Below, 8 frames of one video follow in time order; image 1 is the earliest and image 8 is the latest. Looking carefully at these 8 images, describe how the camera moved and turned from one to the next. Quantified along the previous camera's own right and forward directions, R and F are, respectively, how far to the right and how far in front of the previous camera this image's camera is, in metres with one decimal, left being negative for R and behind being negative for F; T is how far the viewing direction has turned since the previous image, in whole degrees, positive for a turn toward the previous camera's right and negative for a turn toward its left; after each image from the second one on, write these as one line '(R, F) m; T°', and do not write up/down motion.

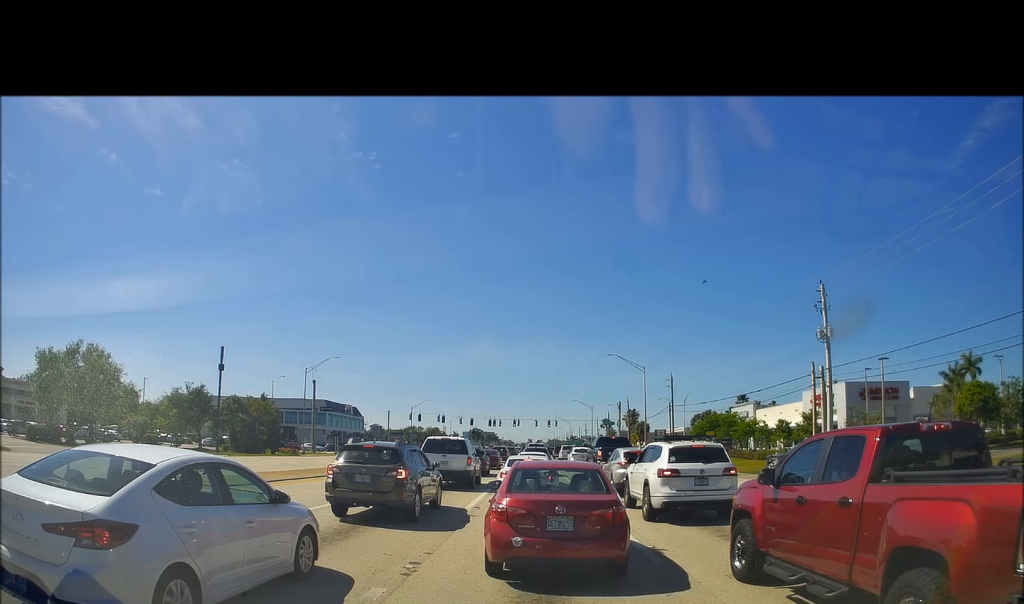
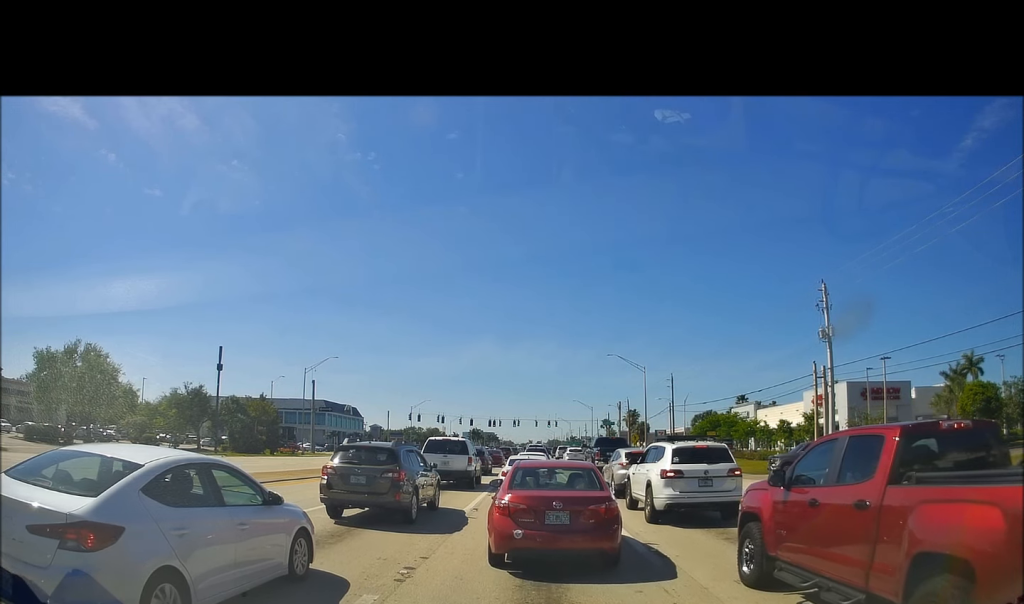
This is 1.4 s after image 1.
(0.0, 0.0) m; 0°
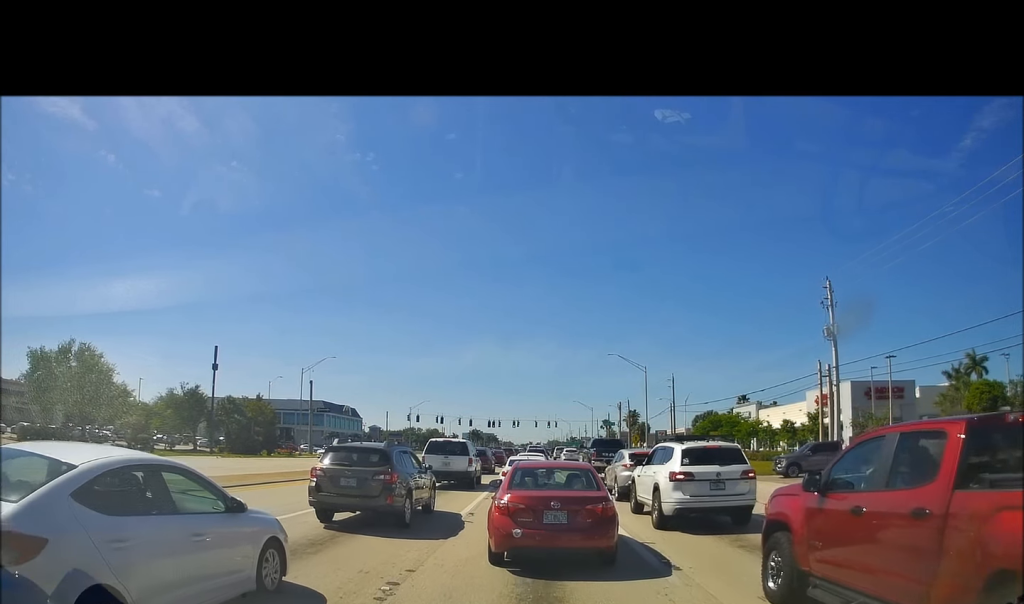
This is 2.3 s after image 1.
(0.0, 0.0) m; 0°
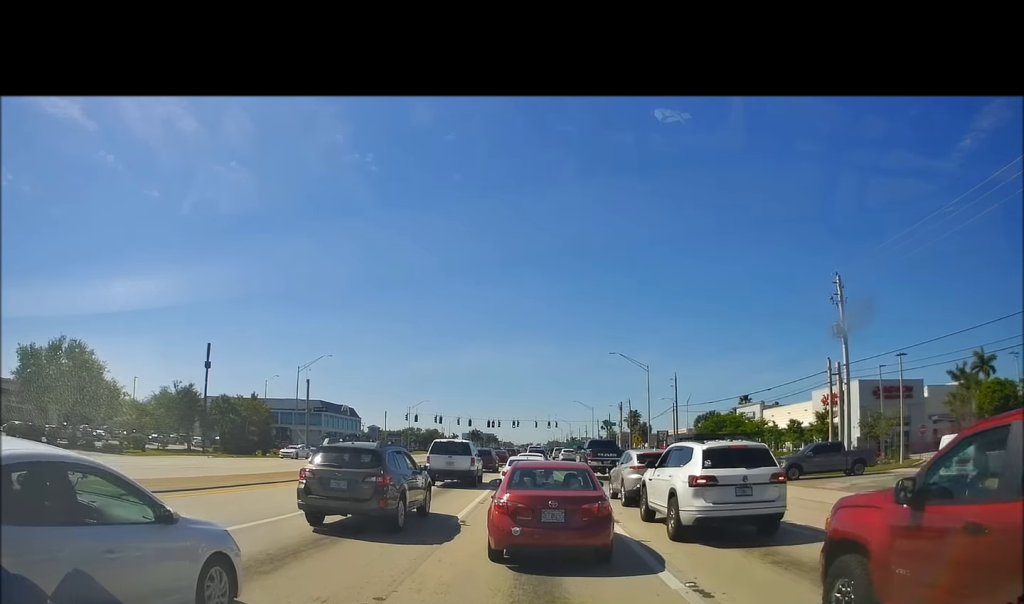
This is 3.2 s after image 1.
(0.0, +0.5) m; 0°
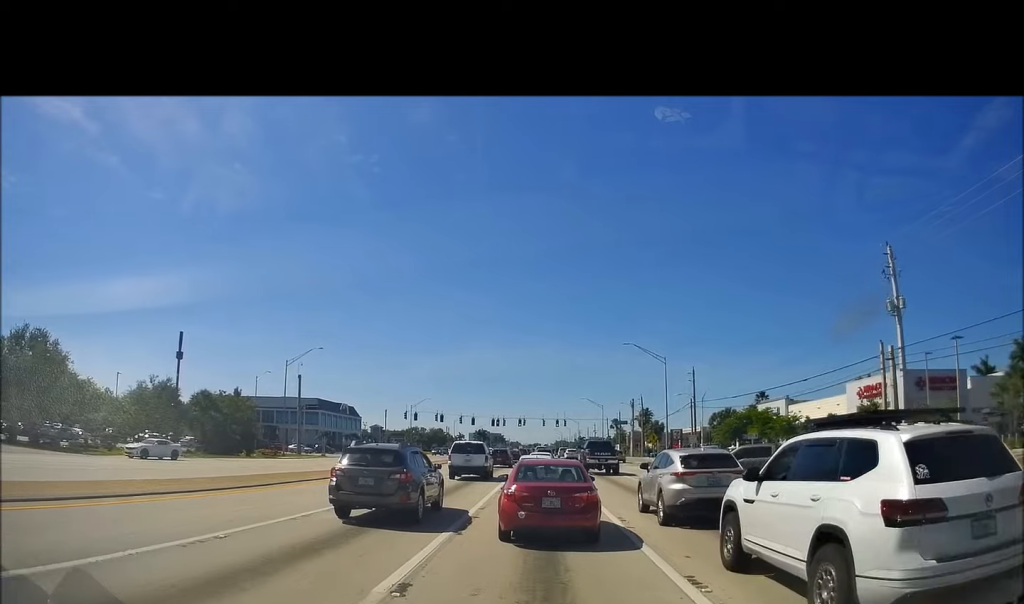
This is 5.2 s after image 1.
(0.0, +3.5) m; 0°
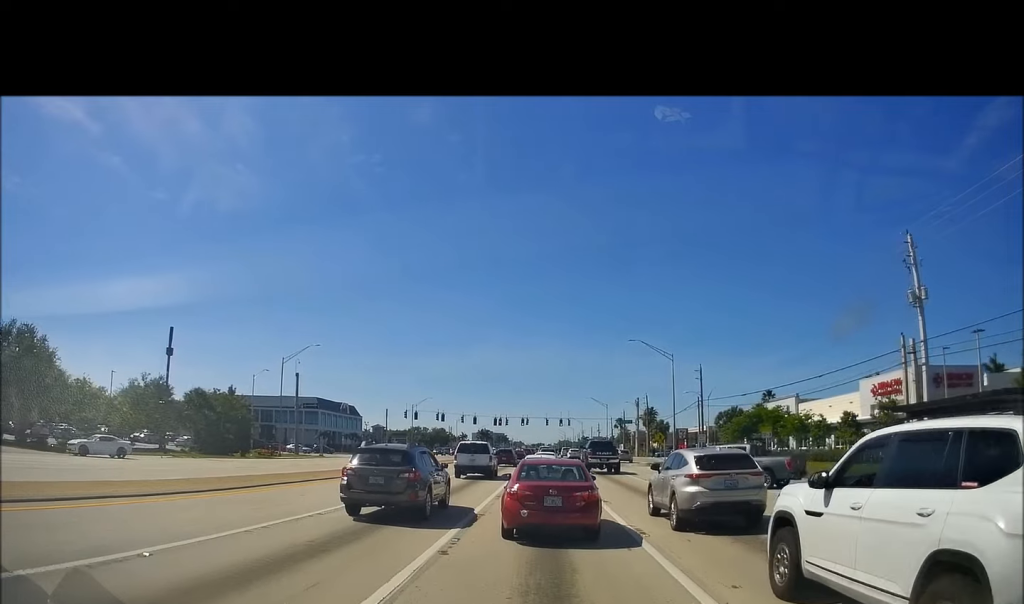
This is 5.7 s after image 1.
(0.0, +1.3) m; 0°
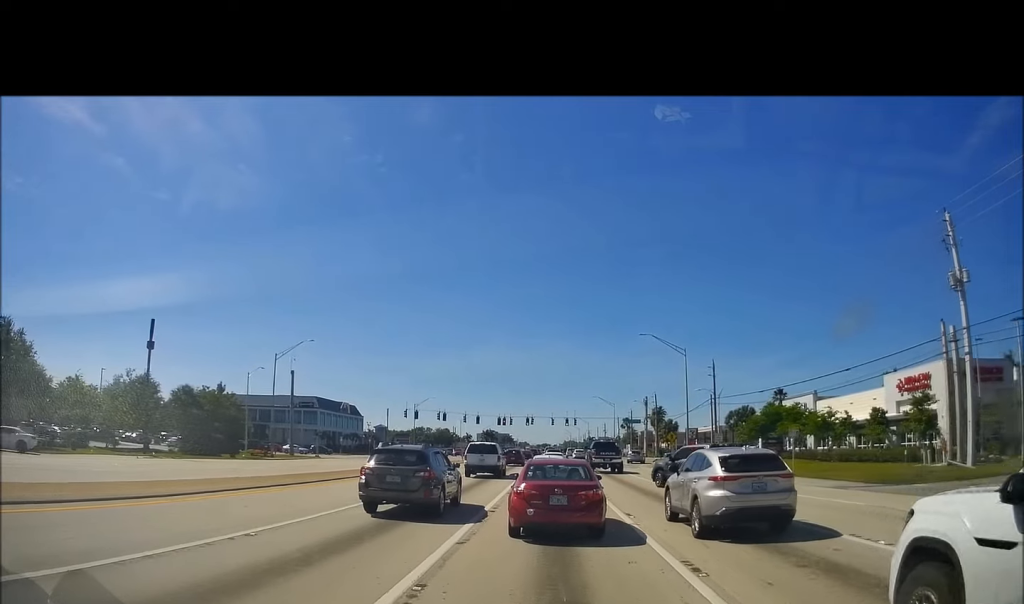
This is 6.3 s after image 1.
(0.0, +2.4) m; 0°
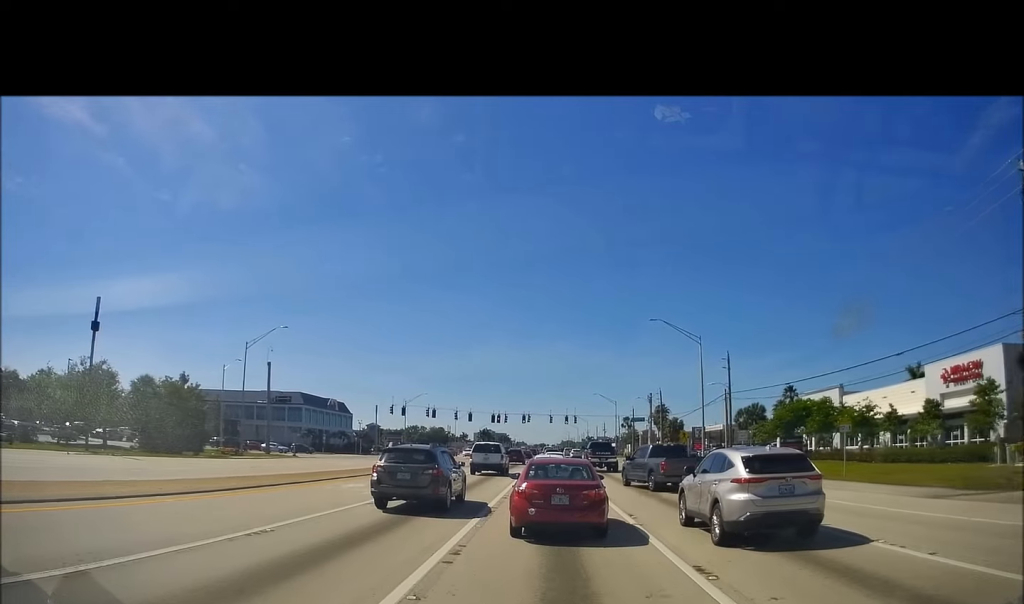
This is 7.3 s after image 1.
(0.0, +5.0) m; 0°
